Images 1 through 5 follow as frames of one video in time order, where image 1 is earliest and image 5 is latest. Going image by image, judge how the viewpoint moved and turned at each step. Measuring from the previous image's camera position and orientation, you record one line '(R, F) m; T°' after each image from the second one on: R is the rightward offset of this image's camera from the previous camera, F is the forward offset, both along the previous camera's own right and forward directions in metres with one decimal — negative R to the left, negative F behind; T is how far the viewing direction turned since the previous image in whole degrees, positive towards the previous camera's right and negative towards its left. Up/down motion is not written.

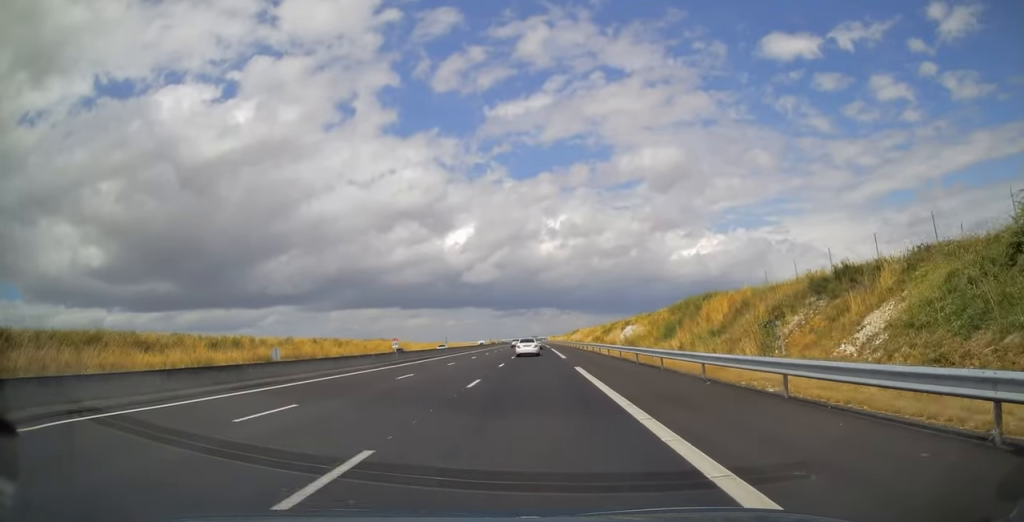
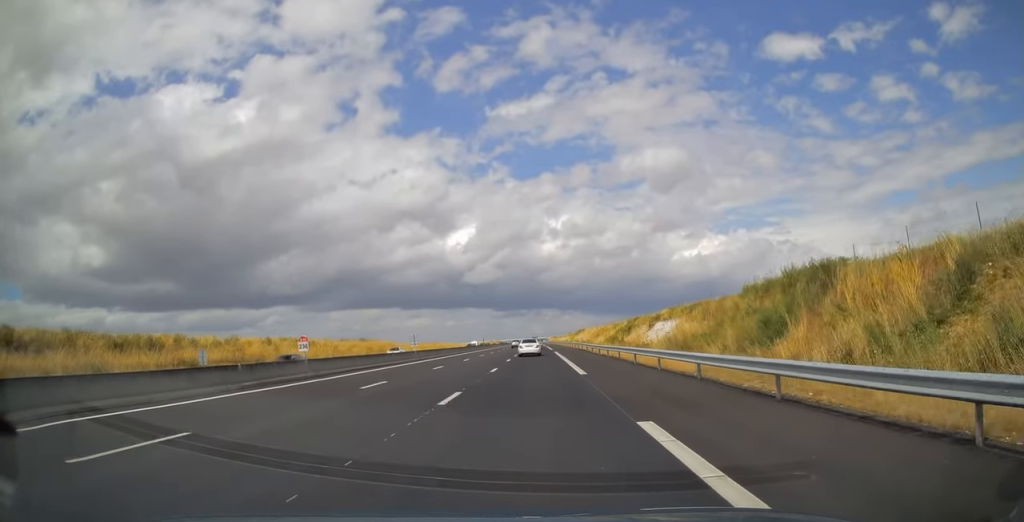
(0.0, +17.8) m; 0°
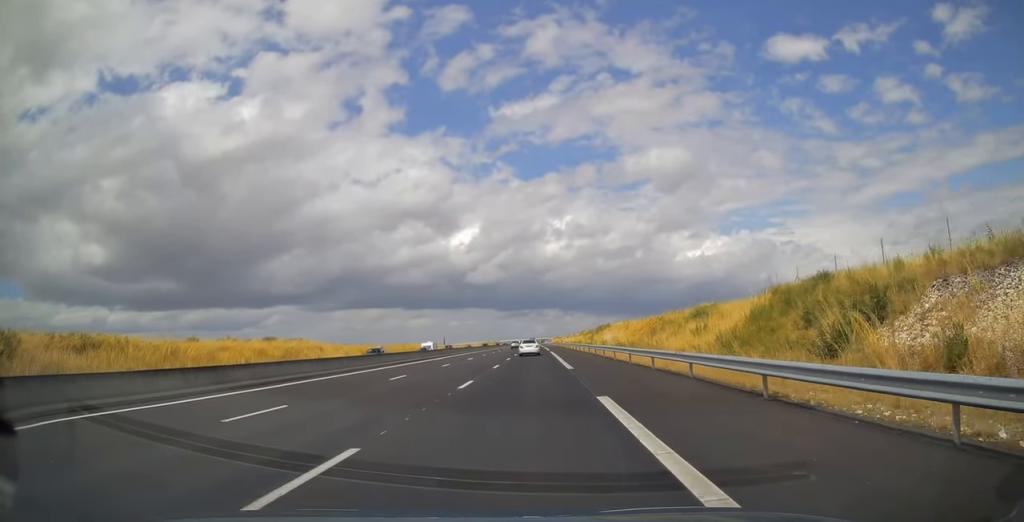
(0.0, +48.0) m; 0°
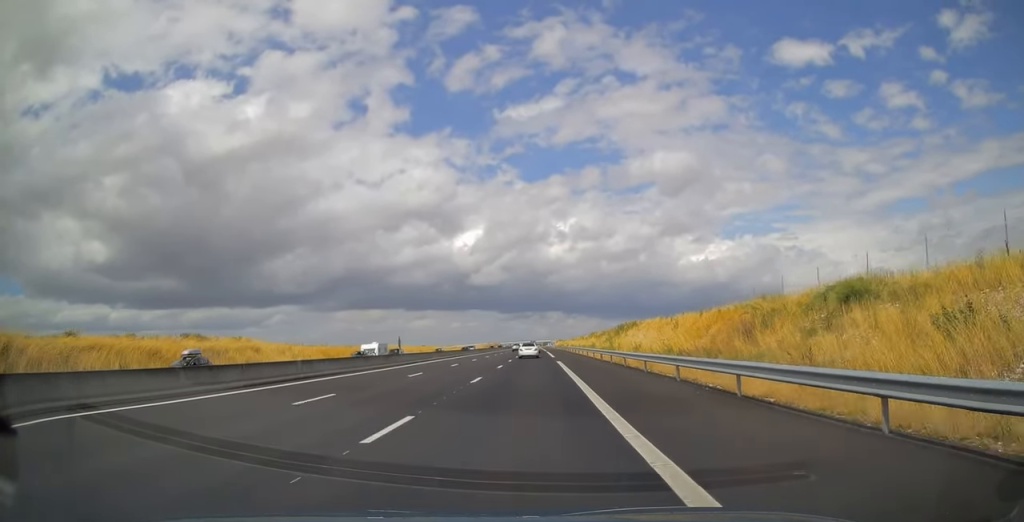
(-0.1, +22.7) m; 0°
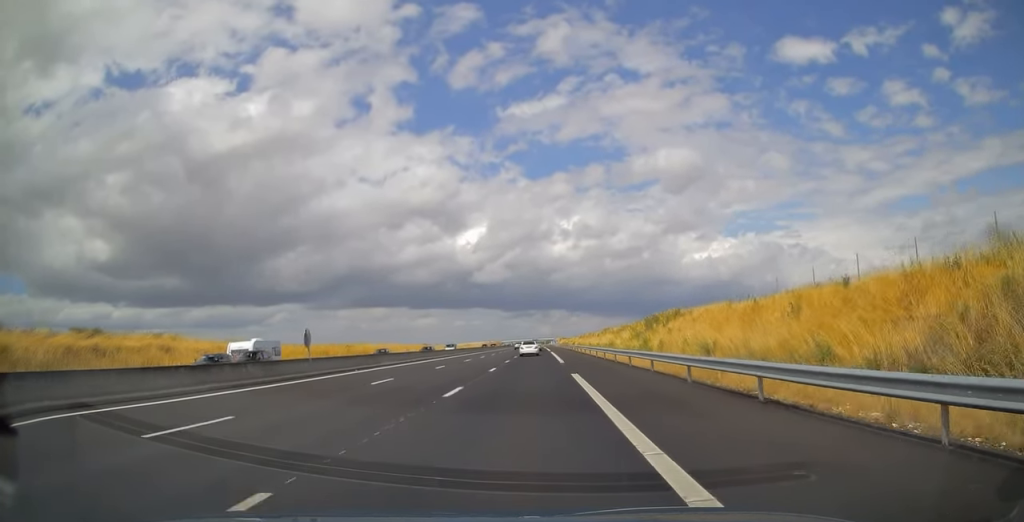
(-0.1, +19.5) m; 0°
